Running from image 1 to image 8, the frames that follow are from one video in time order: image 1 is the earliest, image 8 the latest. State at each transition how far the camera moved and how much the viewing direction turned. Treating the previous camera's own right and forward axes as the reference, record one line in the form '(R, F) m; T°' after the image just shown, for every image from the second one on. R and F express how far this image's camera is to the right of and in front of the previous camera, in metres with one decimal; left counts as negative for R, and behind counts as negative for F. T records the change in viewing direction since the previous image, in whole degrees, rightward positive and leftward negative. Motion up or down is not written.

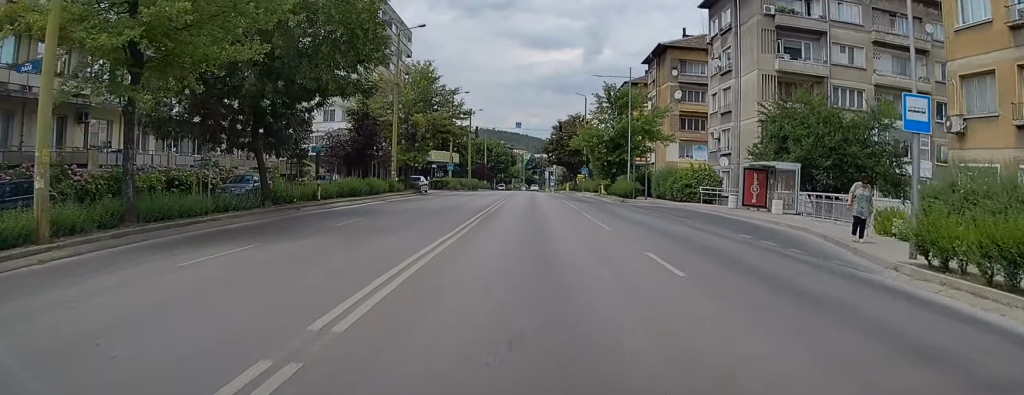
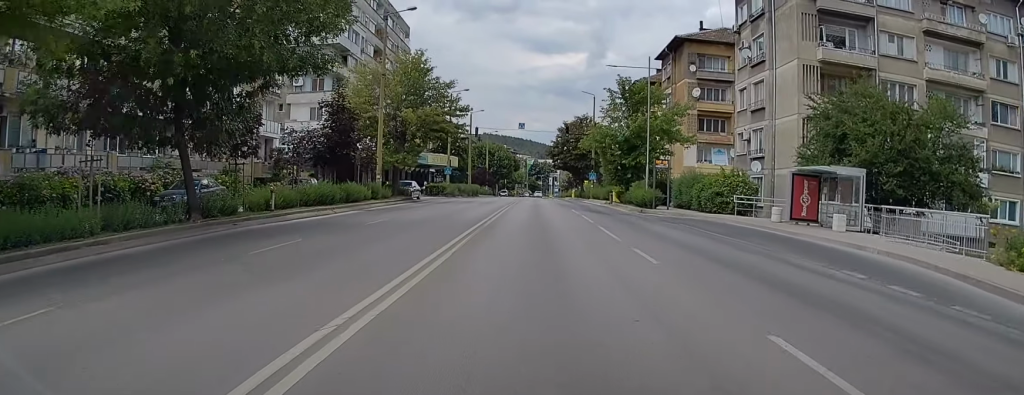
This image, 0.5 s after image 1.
(0.0, +6.4) m; 0°
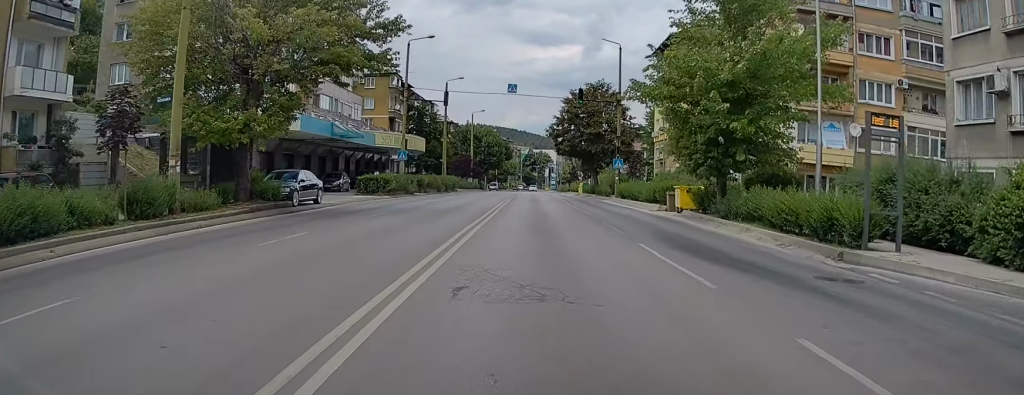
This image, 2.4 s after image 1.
(-0.2, +26.9) m; -1°
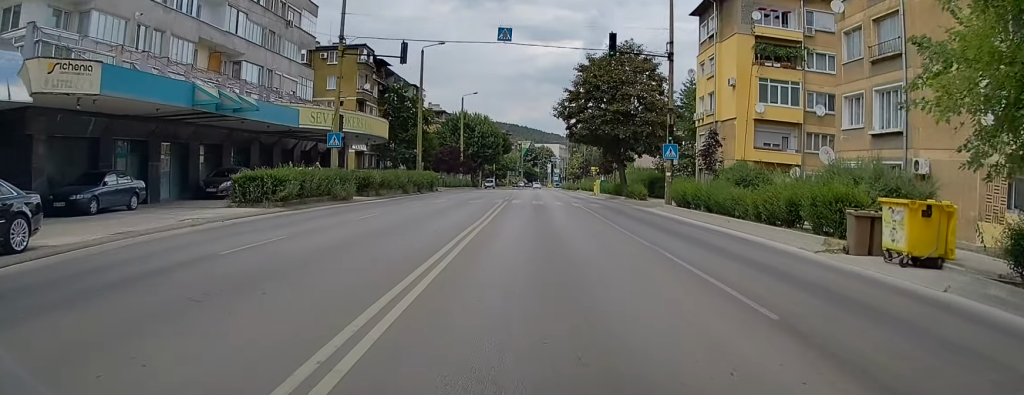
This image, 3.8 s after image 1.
(0.0, +19.7) m; +1°
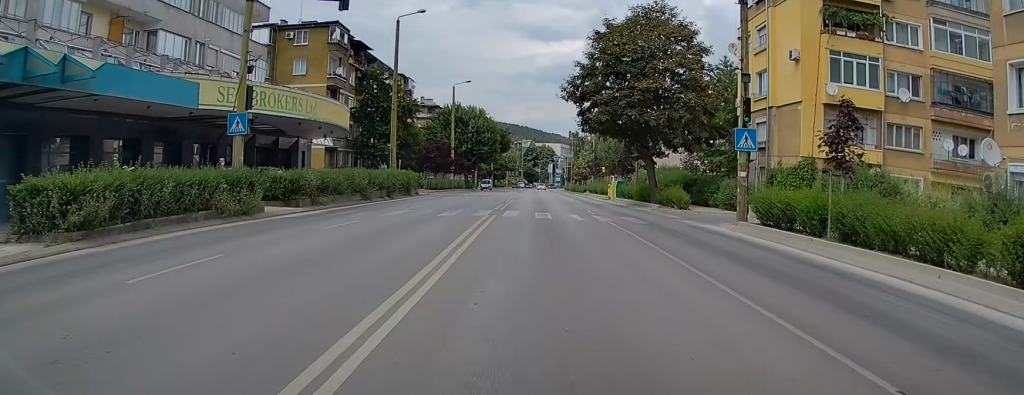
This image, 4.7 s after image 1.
(+0.2, +12.3) m; 0°
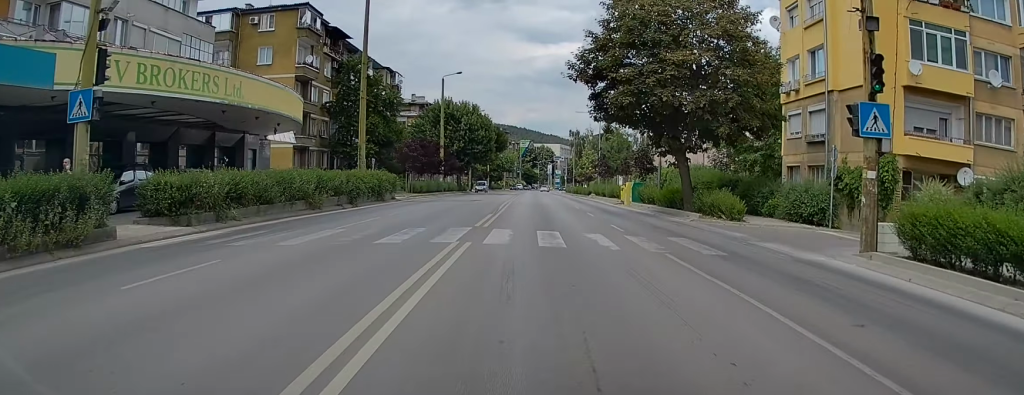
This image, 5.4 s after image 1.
(-0.2, +9.1) m; 0°
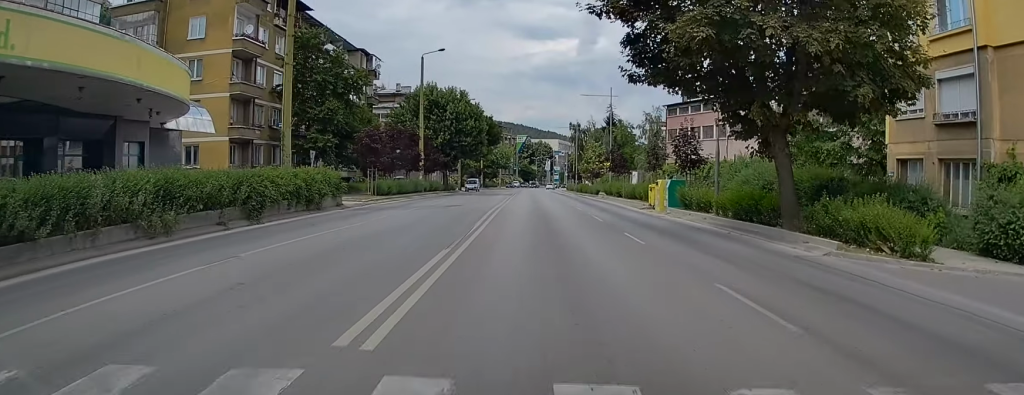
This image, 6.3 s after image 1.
(+0.2, +12.8) m; +1°
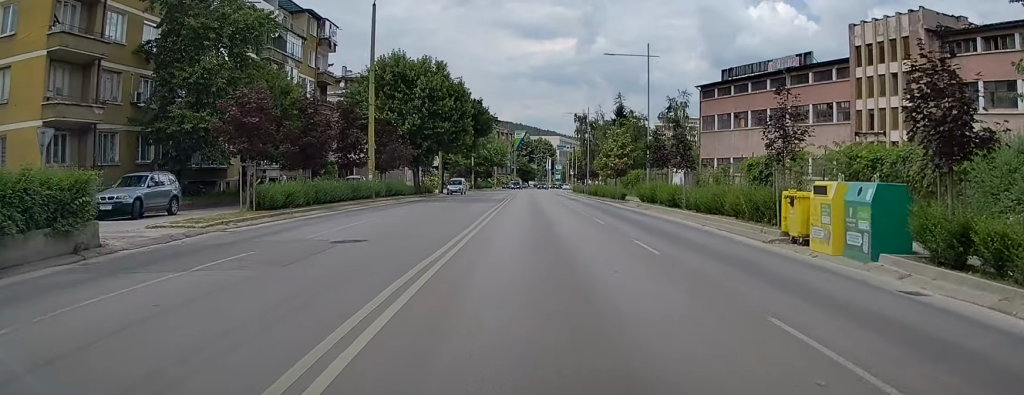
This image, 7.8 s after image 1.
(-0.2, +20.3) m; -1°
